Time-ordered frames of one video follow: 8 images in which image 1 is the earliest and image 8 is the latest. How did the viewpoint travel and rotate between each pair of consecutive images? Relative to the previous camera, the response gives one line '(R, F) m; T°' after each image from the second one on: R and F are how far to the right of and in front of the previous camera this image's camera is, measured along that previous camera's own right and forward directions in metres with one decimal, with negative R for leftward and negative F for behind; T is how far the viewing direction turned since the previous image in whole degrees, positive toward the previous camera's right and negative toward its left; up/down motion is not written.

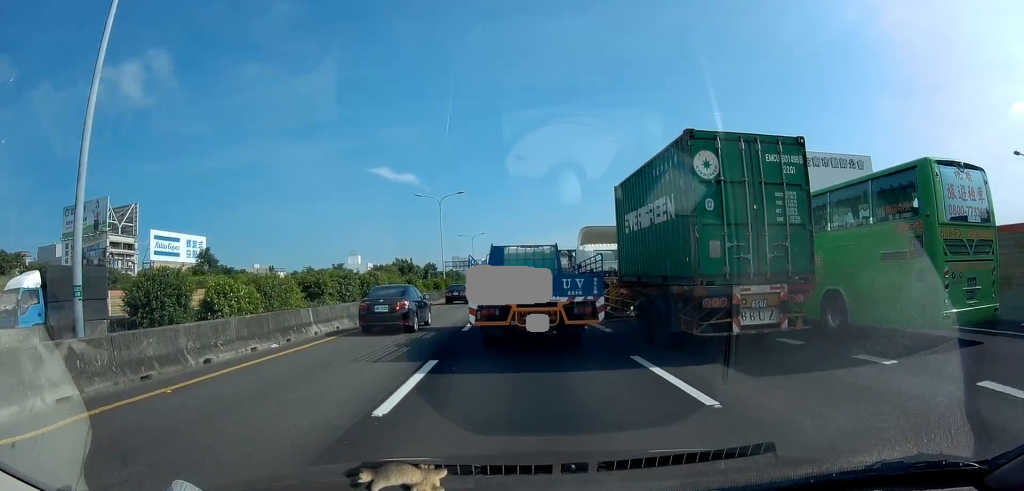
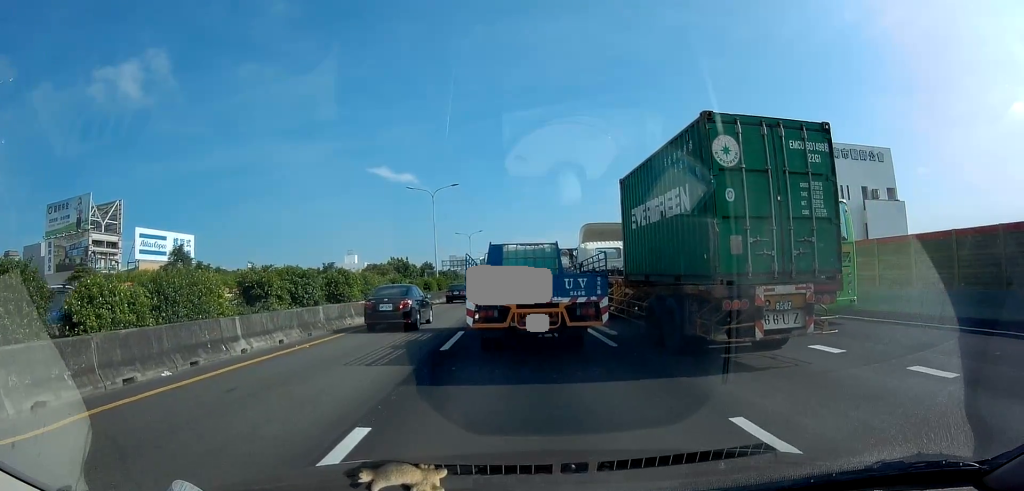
(0.0, +4.6) m; 0°
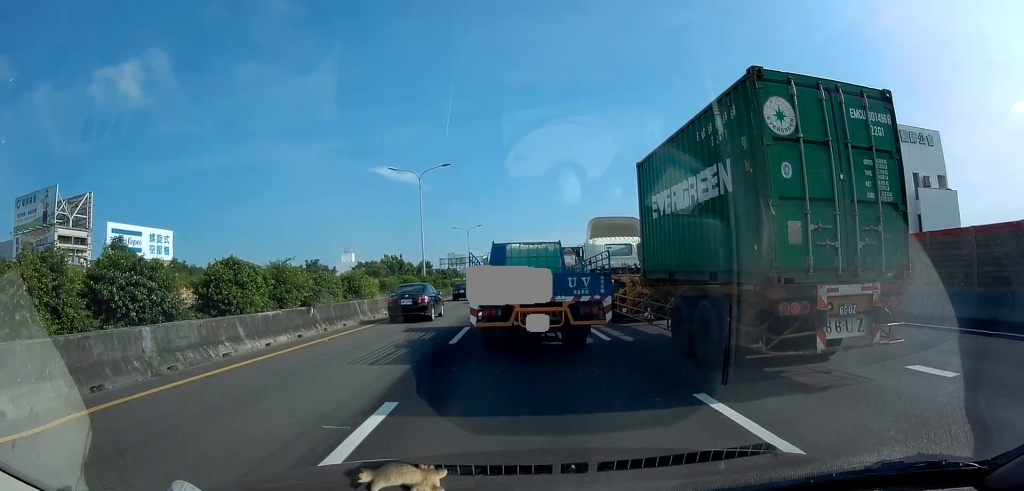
(0.0, +9.1) m; 0°
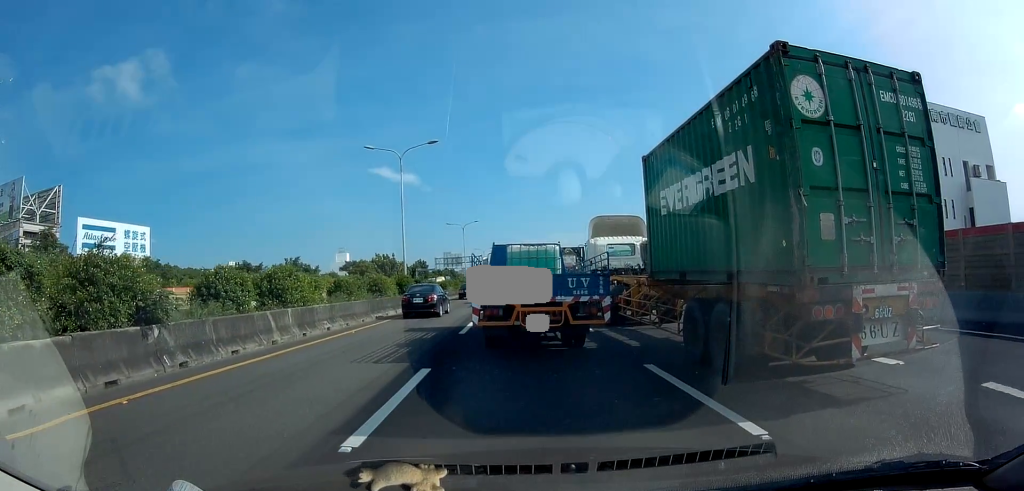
(0.0, +8.0) m; 0°
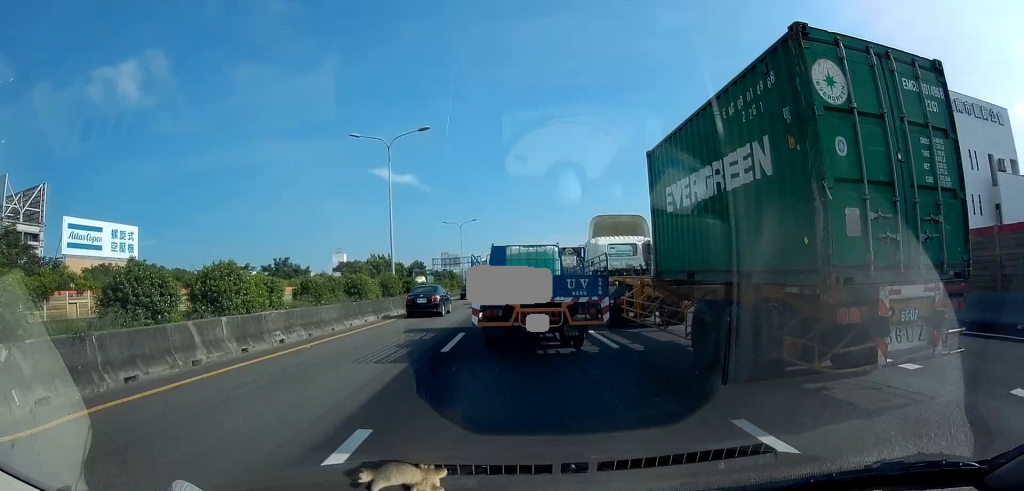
(0.0, +3.6) m; 0°
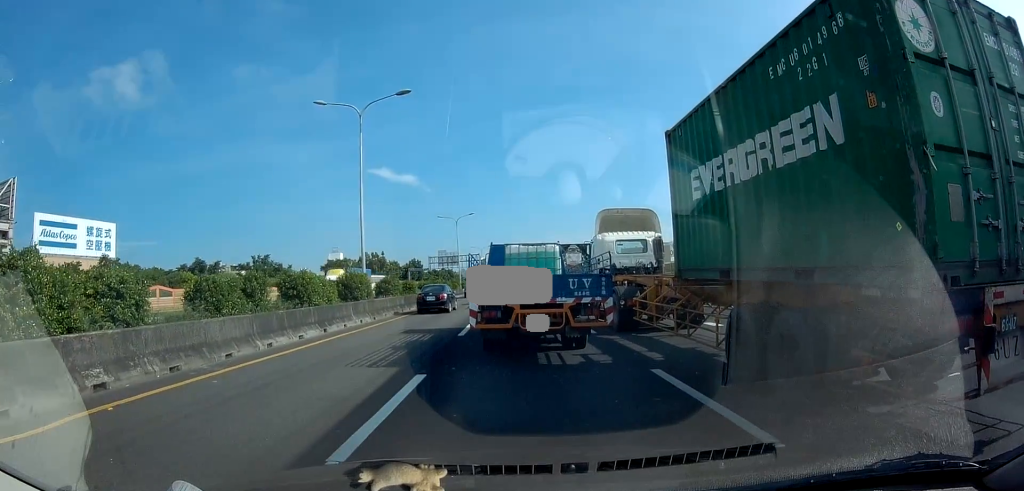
(0.0, +6.8) m; 0°
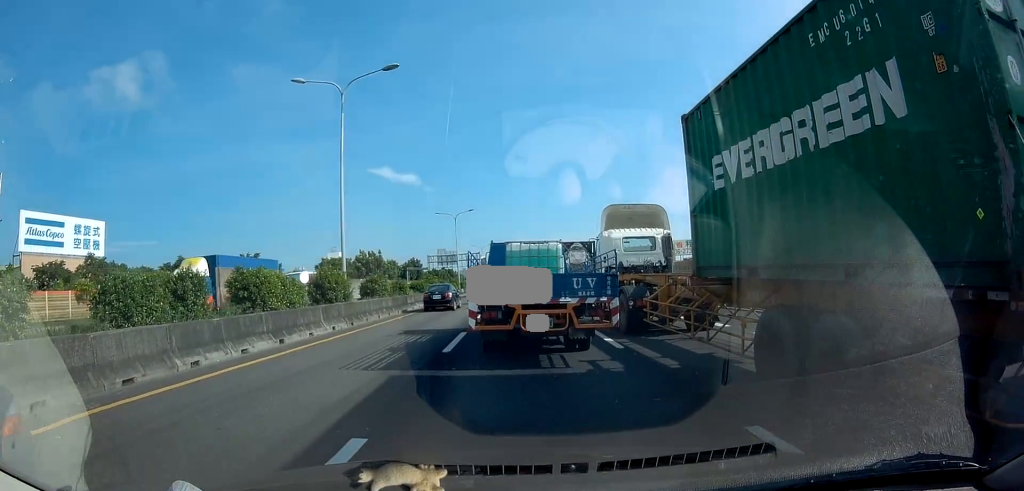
(0.0, +3.4) m; 0°
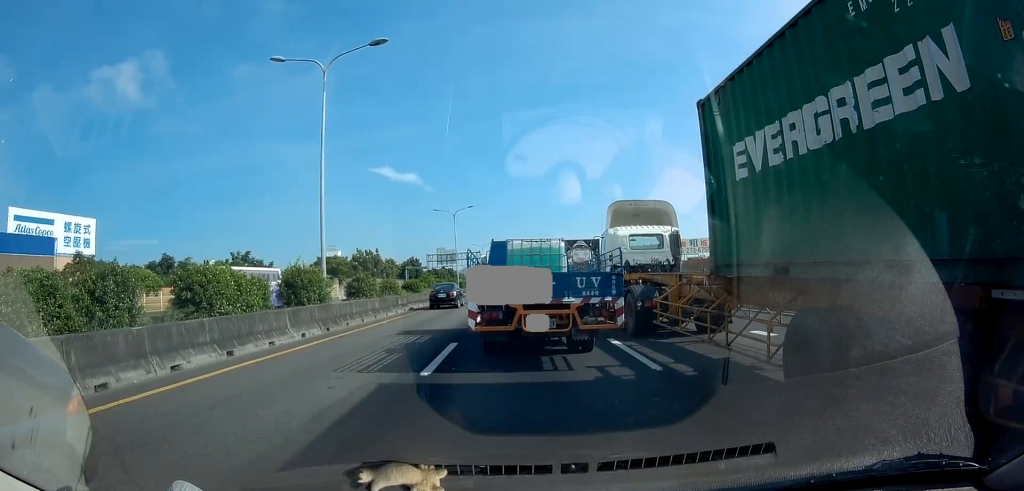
(0.0, +2.8) m; 0°
